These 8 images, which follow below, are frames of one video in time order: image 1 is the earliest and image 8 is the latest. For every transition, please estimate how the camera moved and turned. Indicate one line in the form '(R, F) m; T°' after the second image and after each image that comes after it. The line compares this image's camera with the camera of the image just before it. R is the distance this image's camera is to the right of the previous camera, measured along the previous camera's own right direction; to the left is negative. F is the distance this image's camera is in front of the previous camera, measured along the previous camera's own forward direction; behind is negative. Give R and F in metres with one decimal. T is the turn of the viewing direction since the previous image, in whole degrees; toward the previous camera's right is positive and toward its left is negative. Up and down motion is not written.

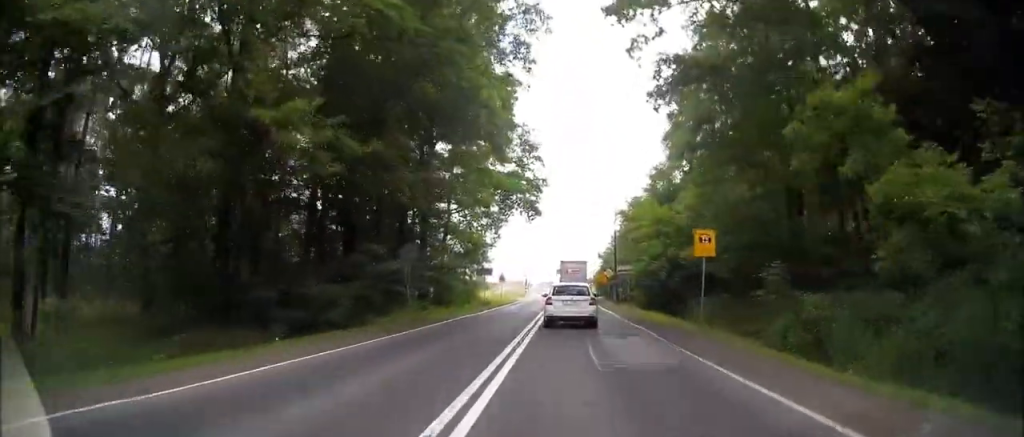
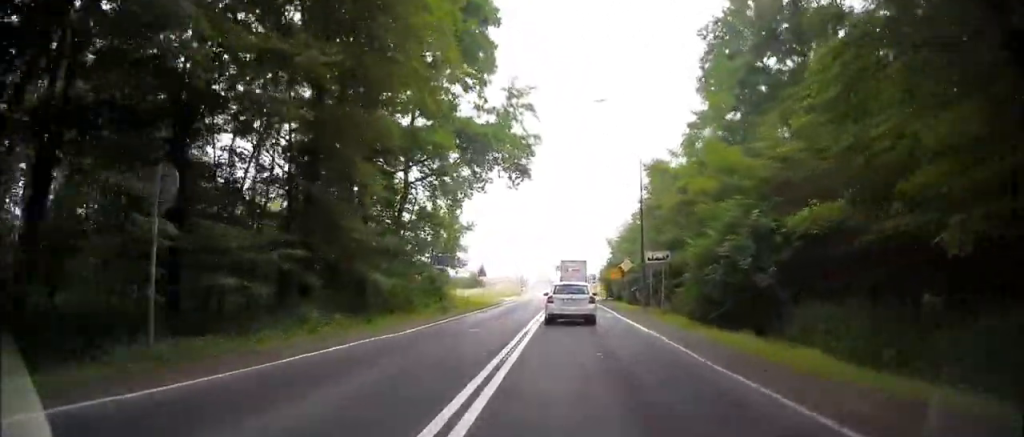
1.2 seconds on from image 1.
(+0.1, +15.5) m; +1°
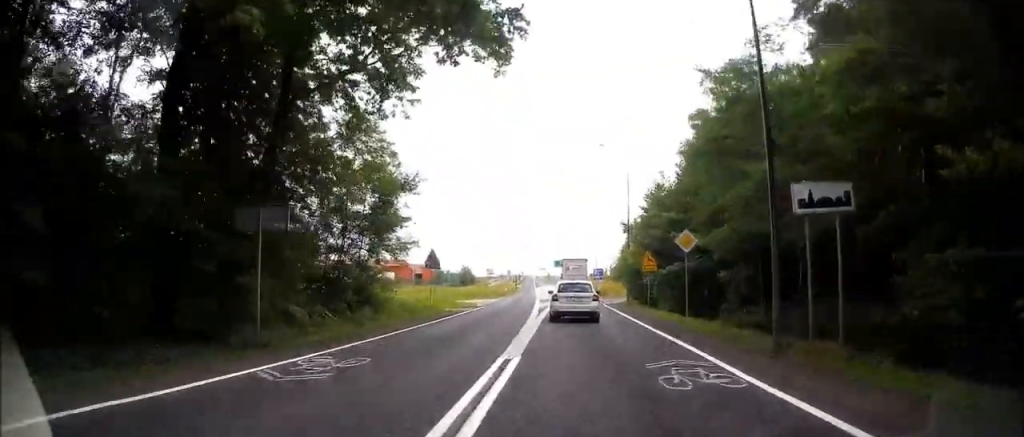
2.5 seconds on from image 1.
(+0.3, +18.7) m; +1°
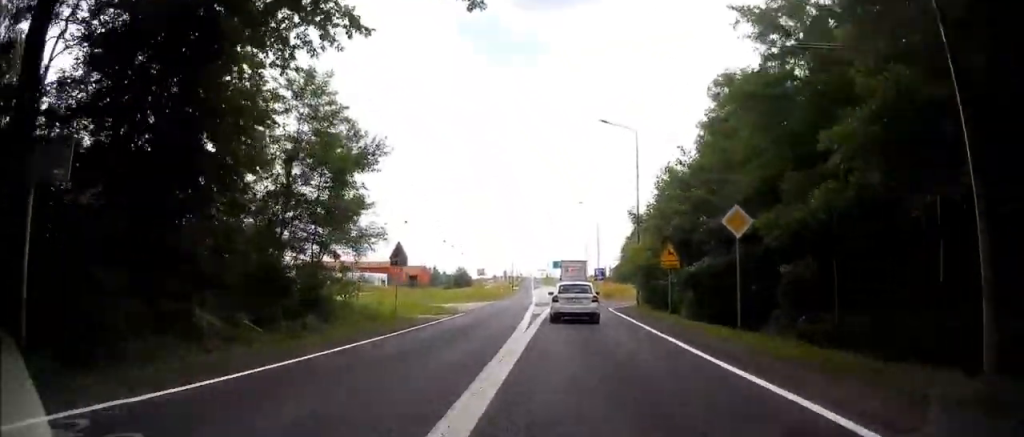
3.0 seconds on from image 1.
(0.0, +6.0) m; 0°
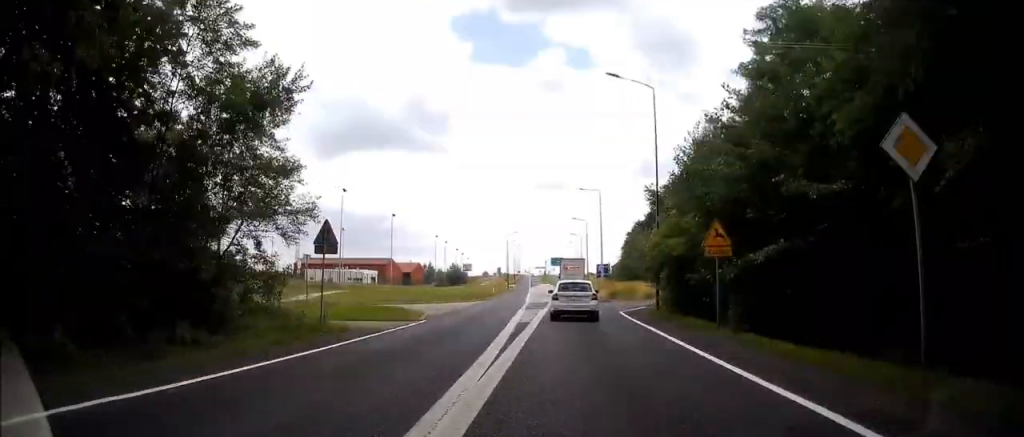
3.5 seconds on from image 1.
(0.0, +7.5) m; 0°
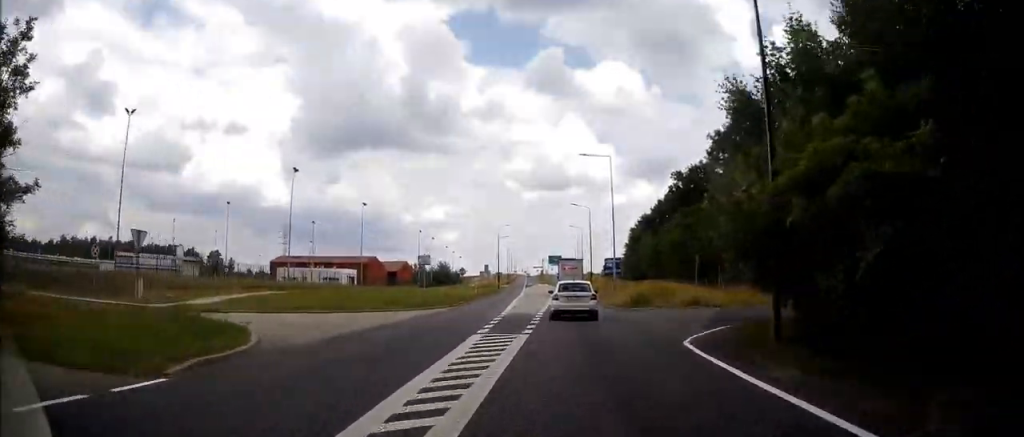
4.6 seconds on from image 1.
(-0.1, +15.3) m; -1°
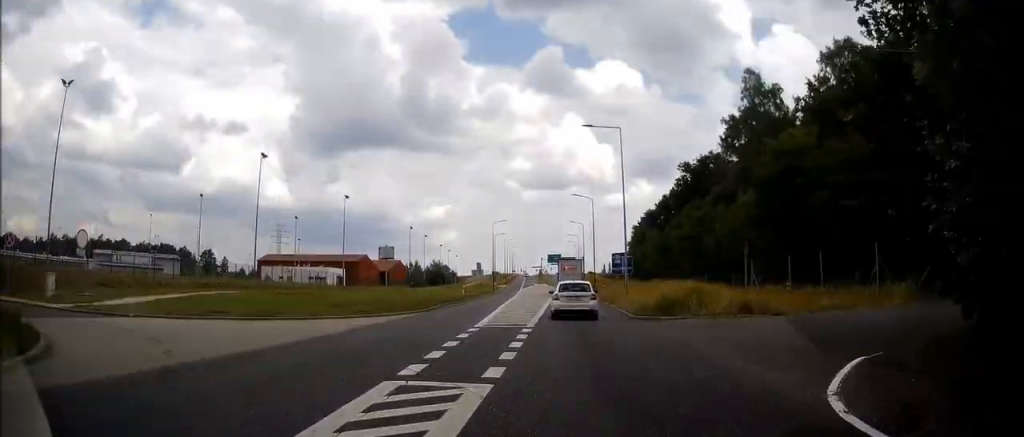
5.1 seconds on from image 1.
(-0.1, +7.8) m; 0°
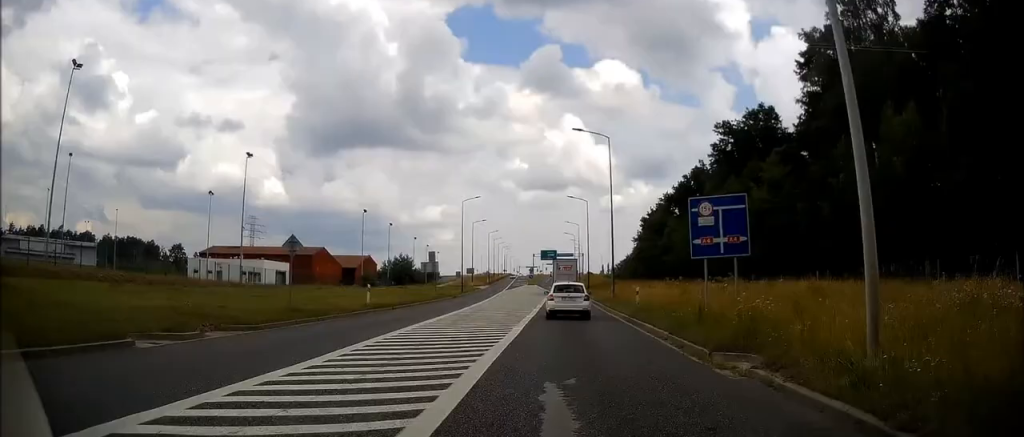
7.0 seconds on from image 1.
(+0.4, +28.2) m; +1°
